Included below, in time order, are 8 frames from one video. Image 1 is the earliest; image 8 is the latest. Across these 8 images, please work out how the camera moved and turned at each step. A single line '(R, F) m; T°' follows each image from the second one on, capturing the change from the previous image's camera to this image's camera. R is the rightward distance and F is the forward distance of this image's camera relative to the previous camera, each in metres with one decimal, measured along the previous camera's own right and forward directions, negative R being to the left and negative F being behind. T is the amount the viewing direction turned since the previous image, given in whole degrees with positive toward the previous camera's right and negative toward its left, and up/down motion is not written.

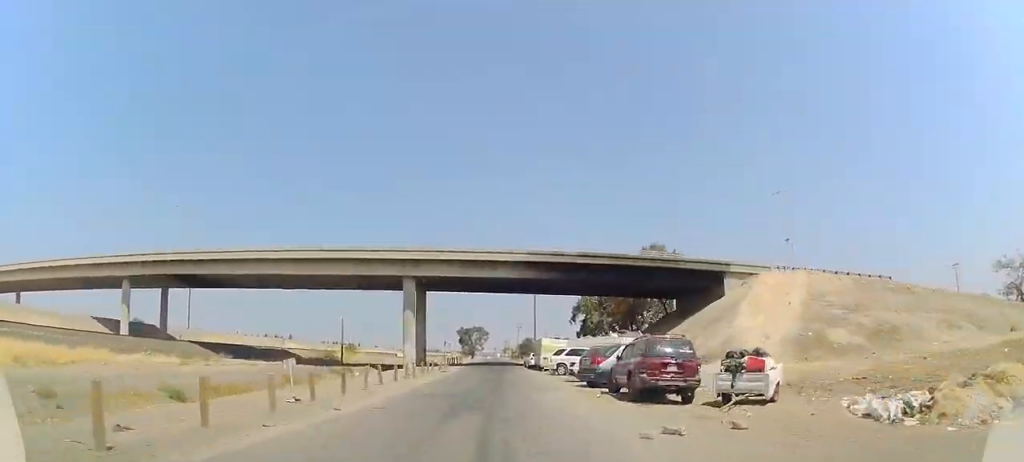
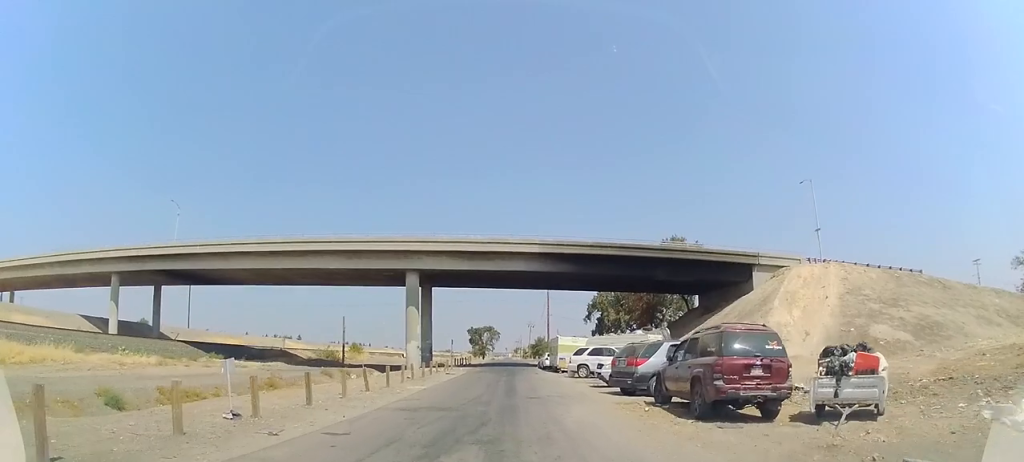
(+0.1, +4.3) m; +1°
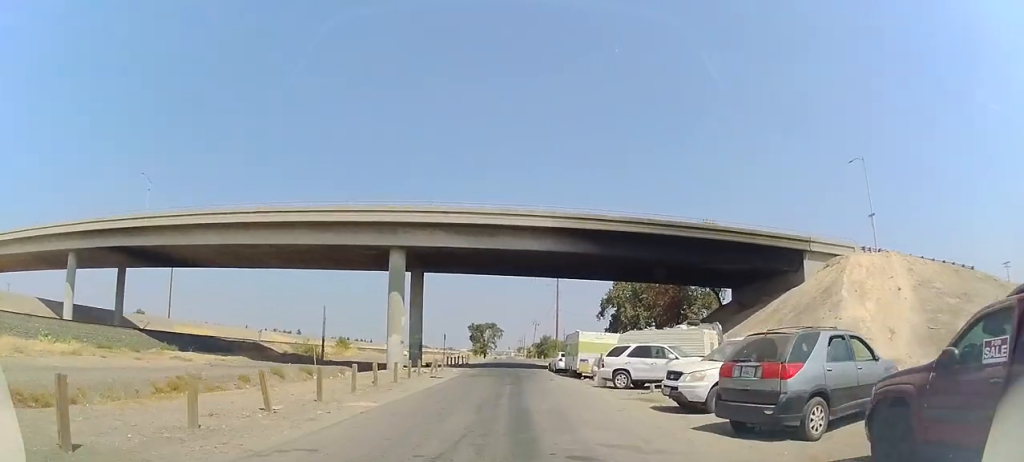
(-0.2, +8.5) m; -3°
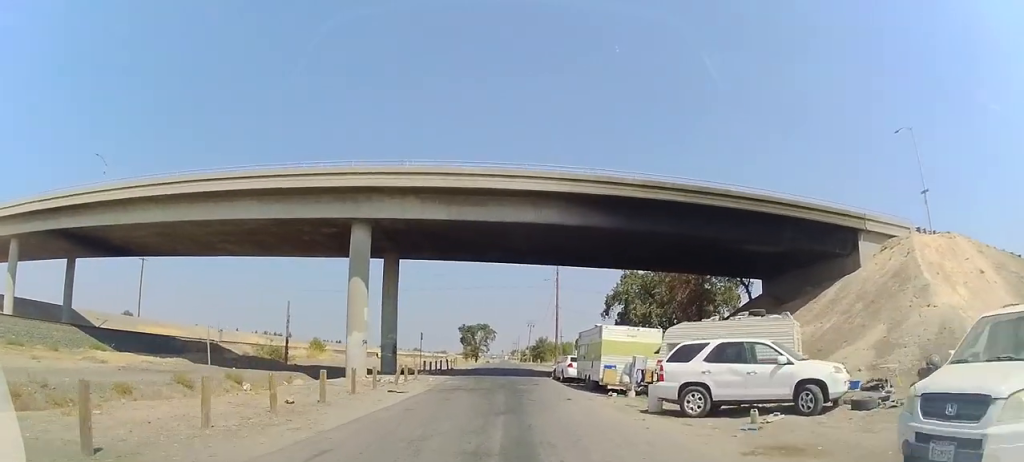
(0.0, +8.6) m; 0°
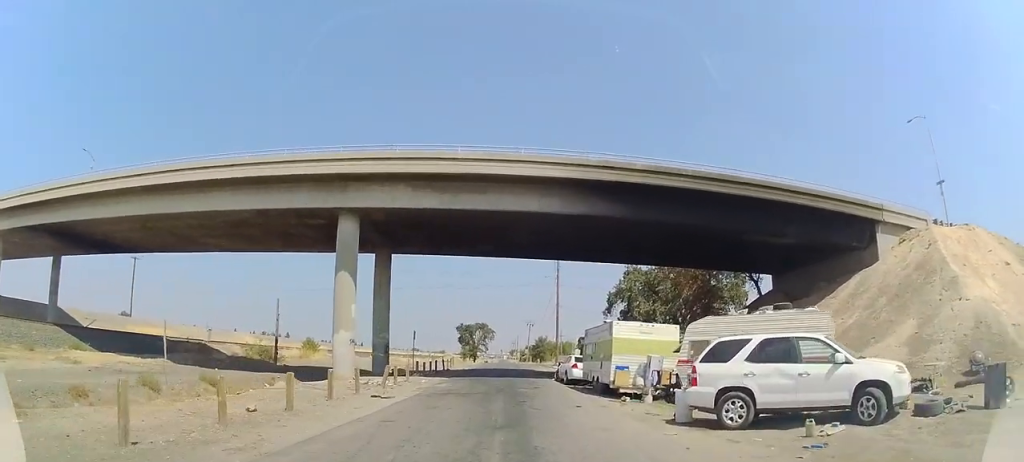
(0.0, +2.3) m; 0°
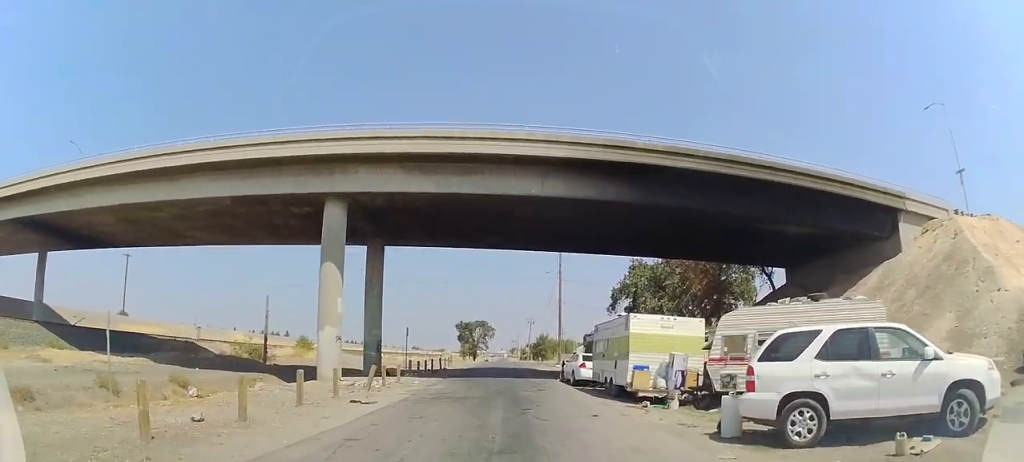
(0.0, +2.5) m; 0°
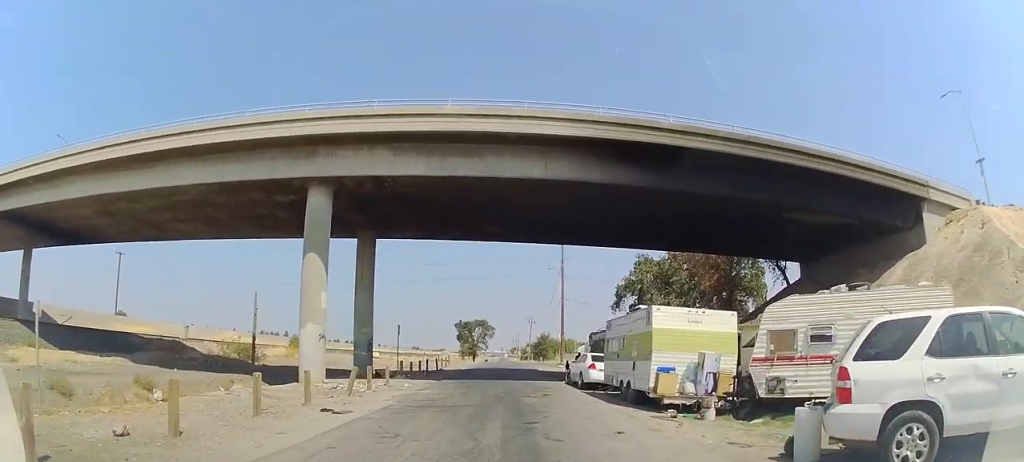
(0.0, +2.4) m; 0°
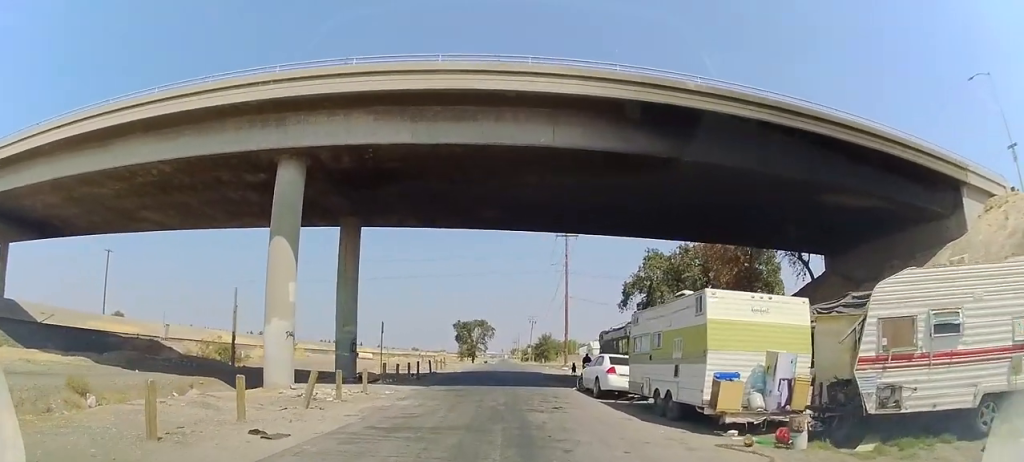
(0.0, +3.7) m; 0°
